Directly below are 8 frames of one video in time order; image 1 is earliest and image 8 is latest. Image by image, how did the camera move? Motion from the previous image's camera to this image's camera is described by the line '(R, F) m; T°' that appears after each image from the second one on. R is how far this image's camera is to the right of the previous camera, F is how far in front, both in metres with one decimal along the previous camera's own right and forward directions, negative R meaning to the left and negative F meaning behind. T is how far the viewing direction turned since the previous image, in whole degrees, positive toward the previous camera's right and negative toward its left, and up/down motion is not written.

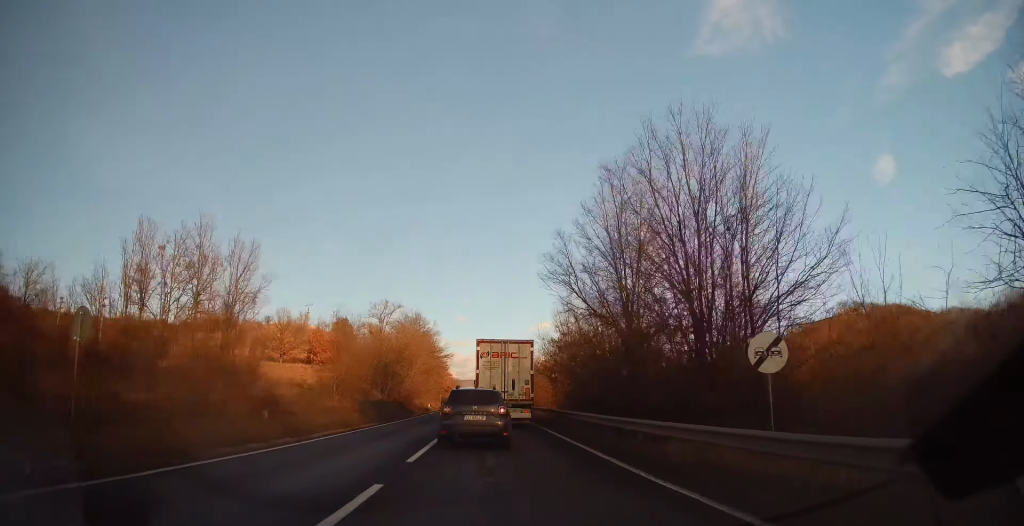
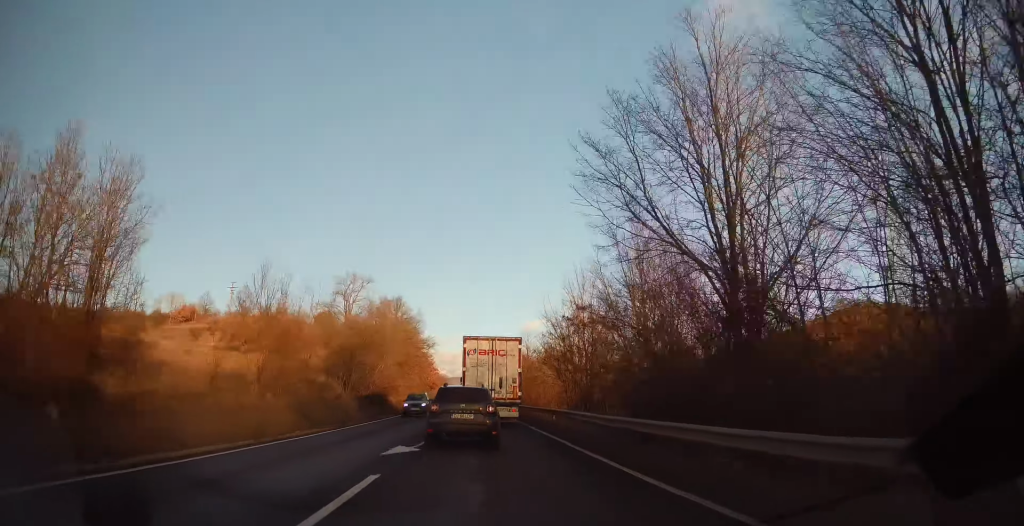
(-0.3, +10.1) m; 0°
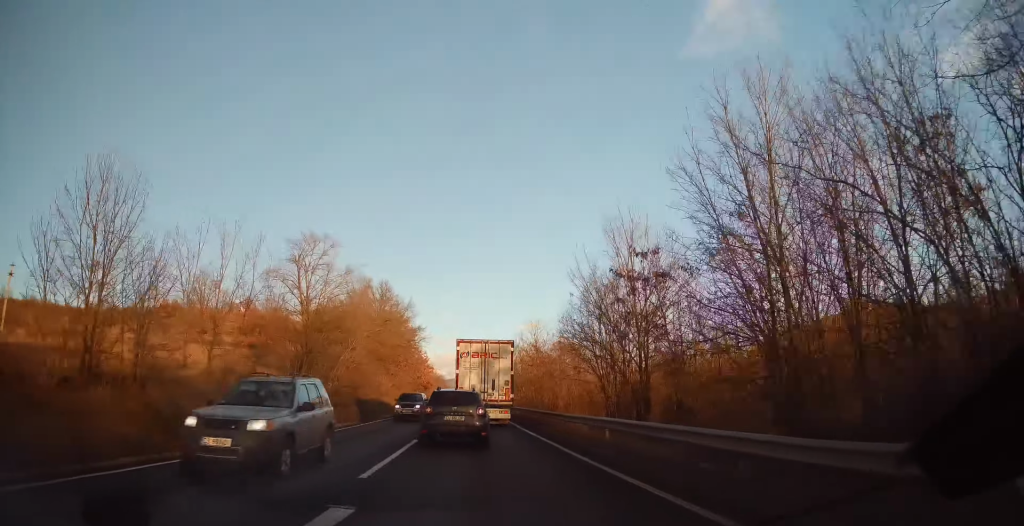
(+0.2, +11.7) m; -1°
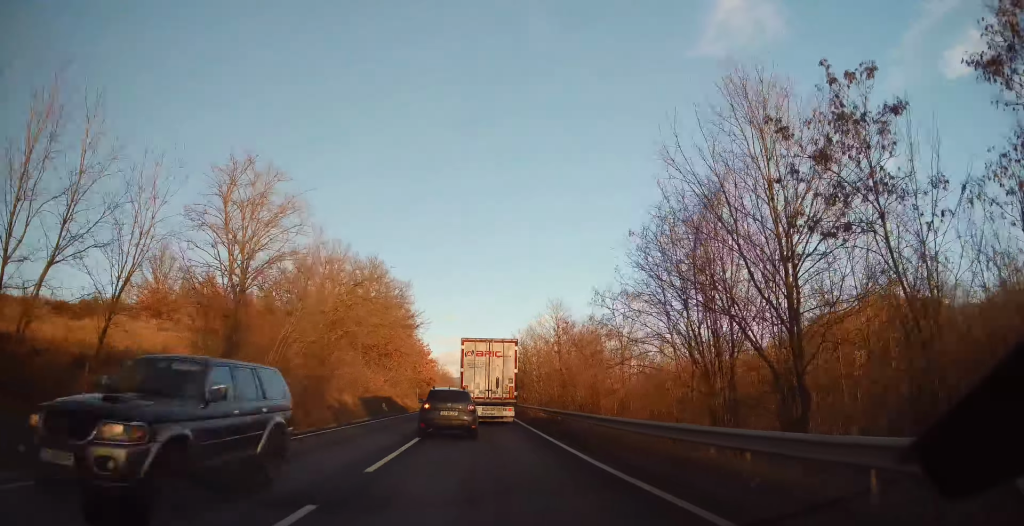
(-0.3, +11.2) m; 0°
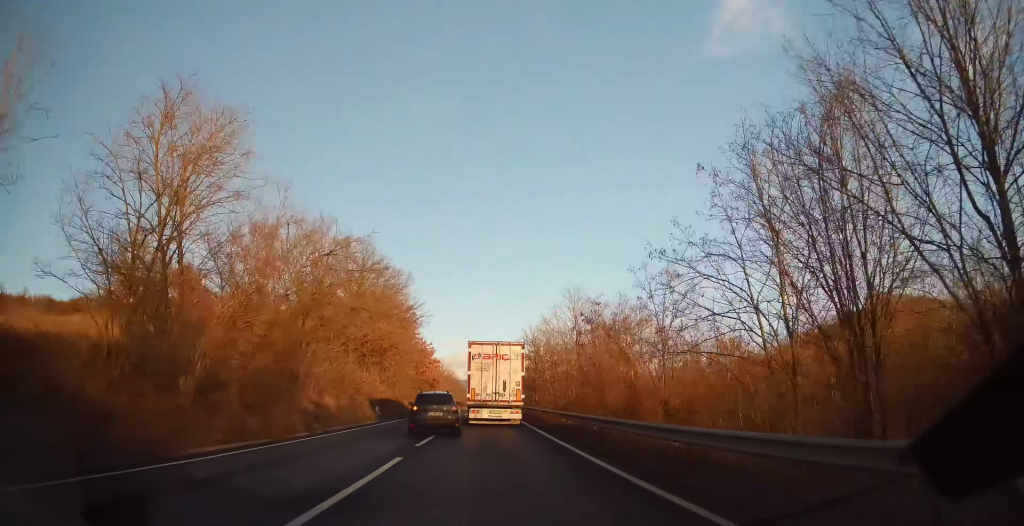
(0.0, +6.1) m; +1°
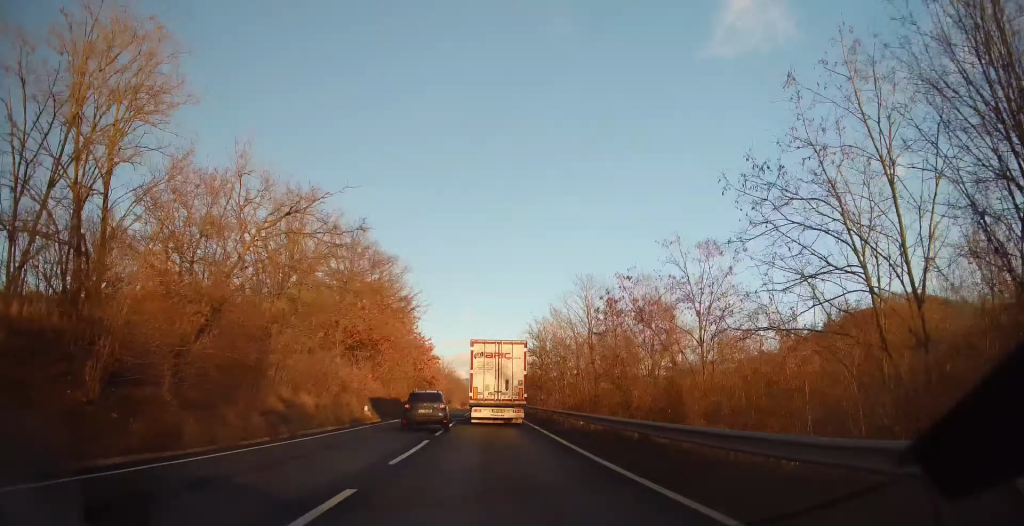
(+0.2, +4.5) m; 0°
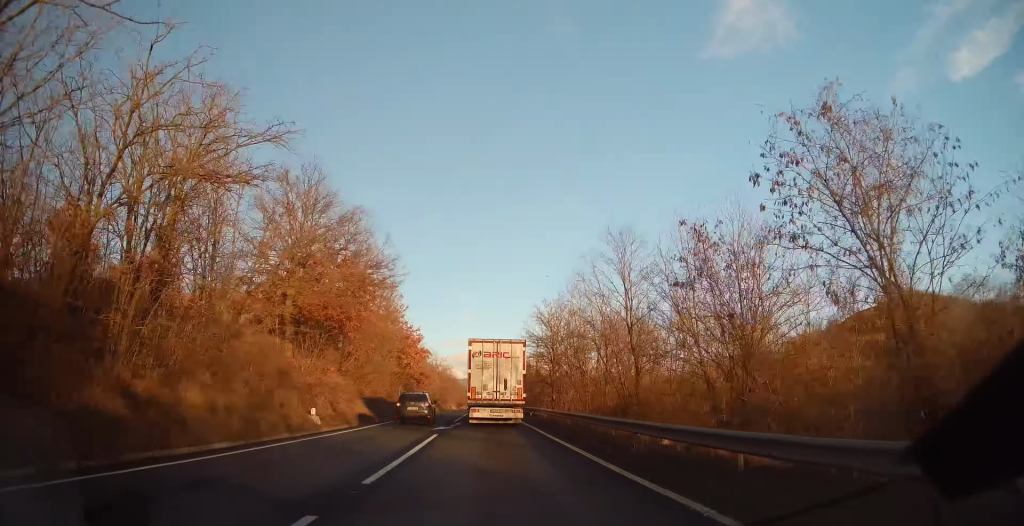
(-0.1, +11.2) m; -2°
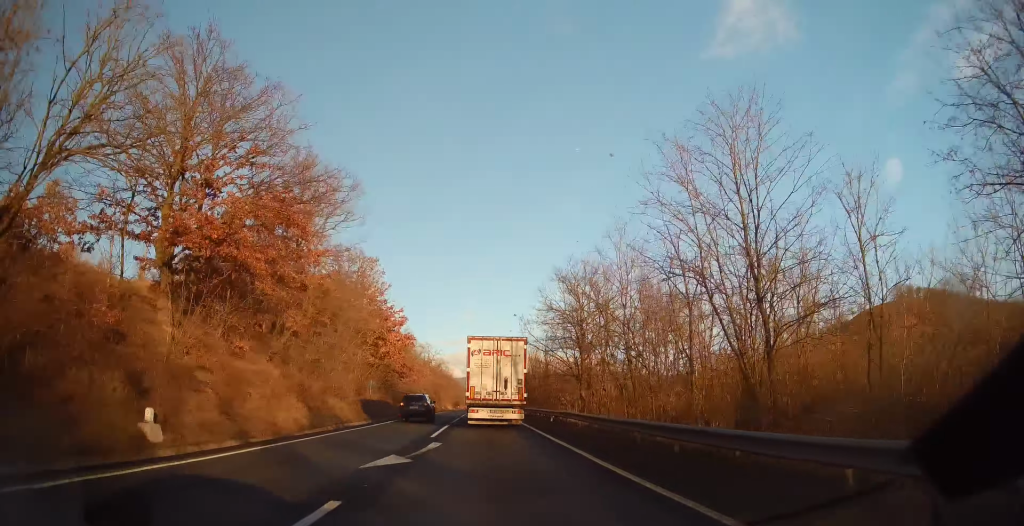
(-0.2, +13.7) m; 0°
